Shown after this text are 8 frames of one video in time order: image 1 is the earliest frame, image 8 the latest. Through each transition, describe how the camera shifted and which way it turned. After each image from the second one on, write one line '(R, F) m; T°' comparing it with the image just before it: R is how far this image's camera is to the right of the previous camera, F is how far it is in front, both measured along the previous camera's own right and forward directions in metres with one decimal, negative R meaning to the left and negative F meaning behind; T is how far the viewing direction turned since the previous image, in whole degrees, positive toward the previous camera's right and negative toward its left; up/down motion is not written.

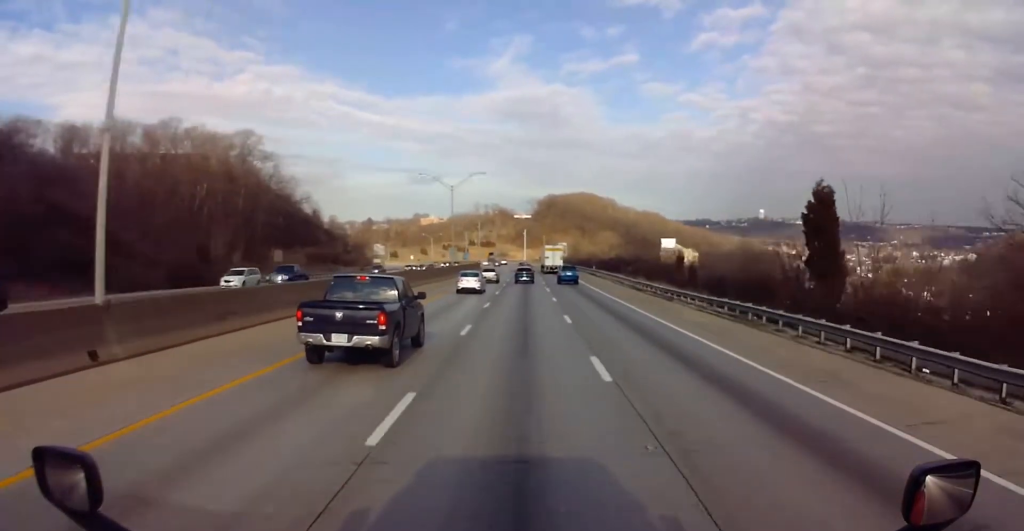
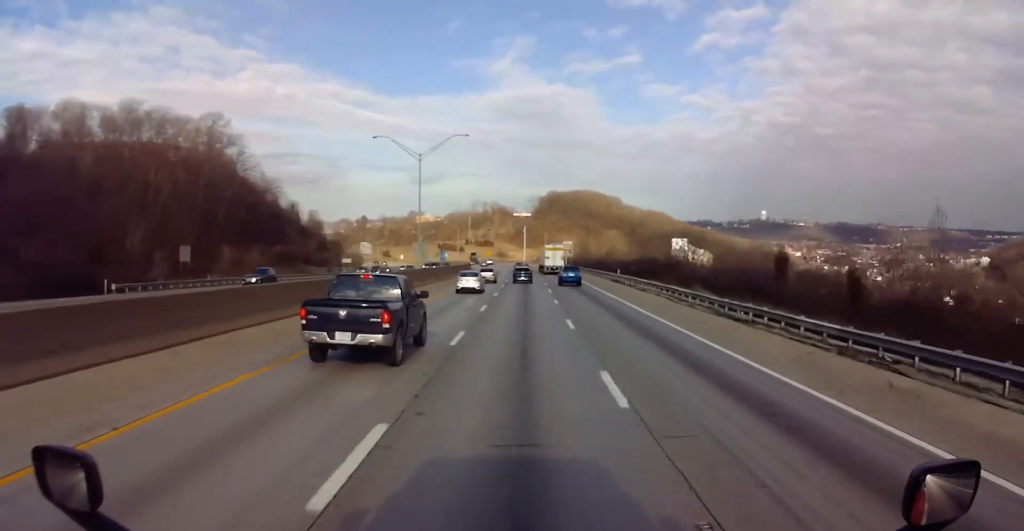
(+0.4, +26.8) m; +1°
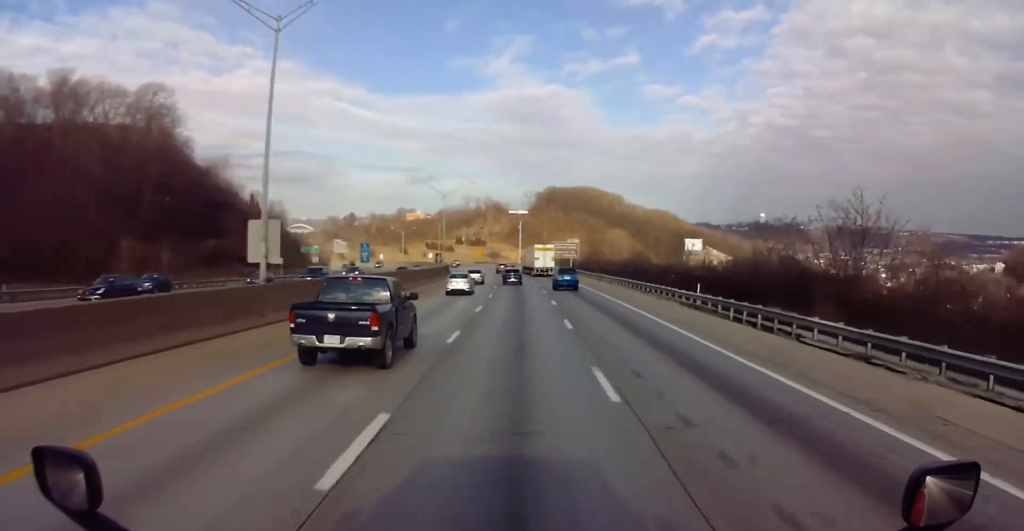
(-0.1, +35.7) m; 0°
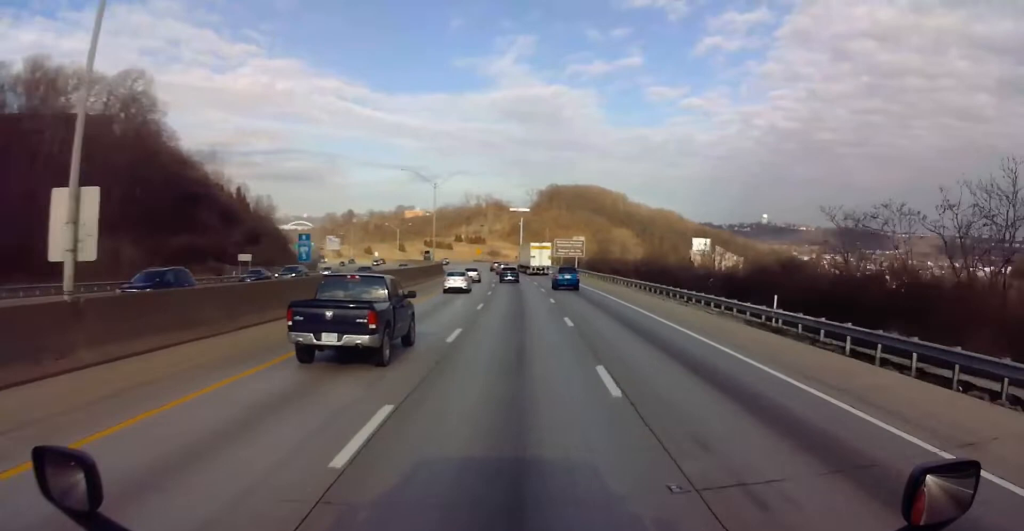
(-0.1, +11.9) m; 0°
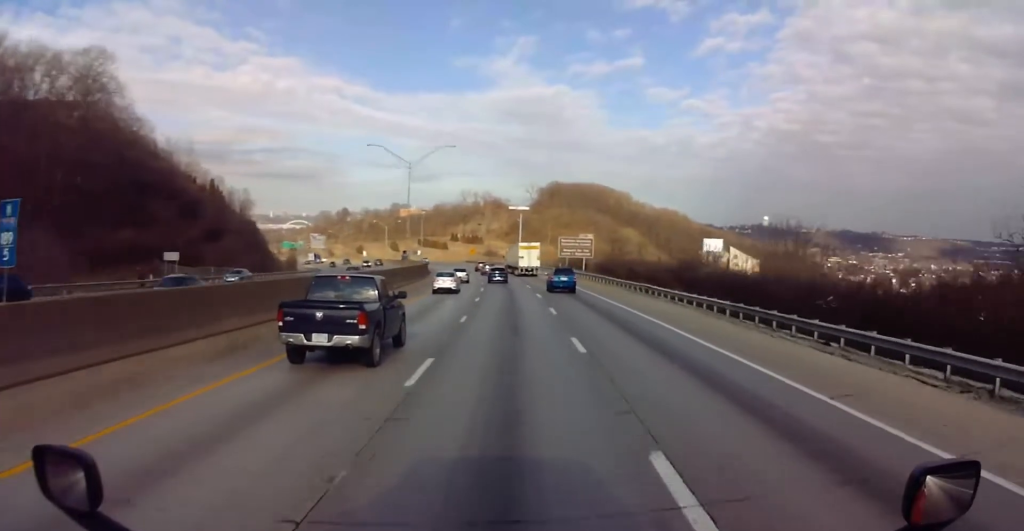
(0.0, +18.9) m; -1°
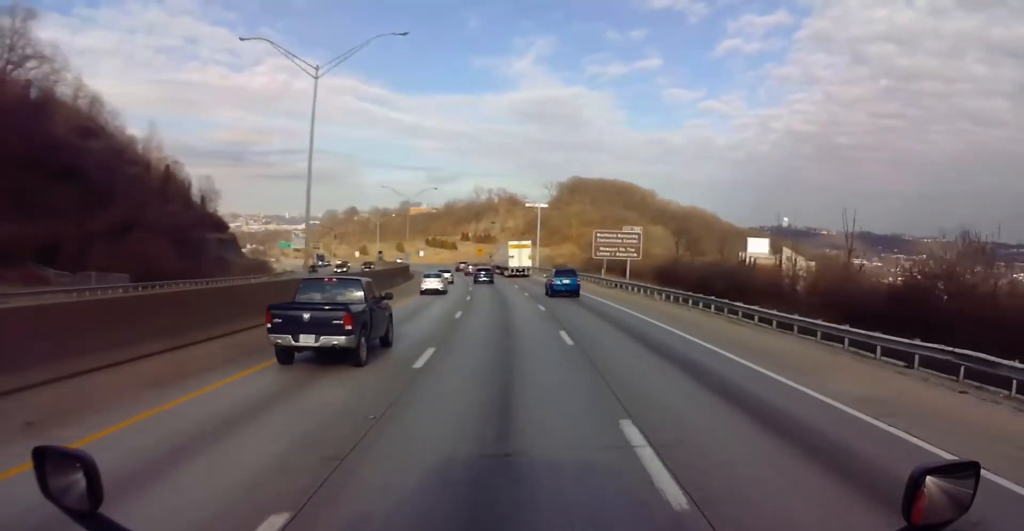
(-0.6, +34.7) m; -2°
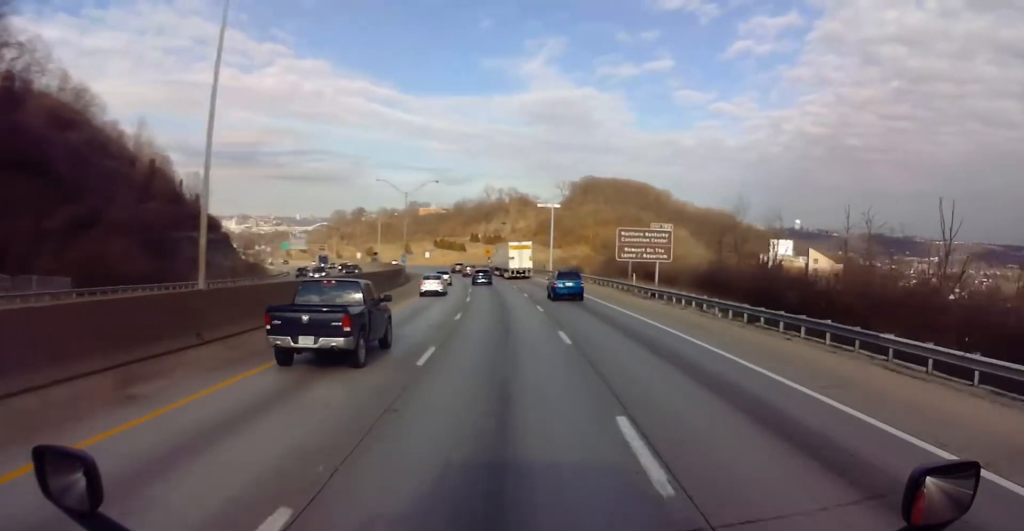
(-0.2, +11.9) m; -1°
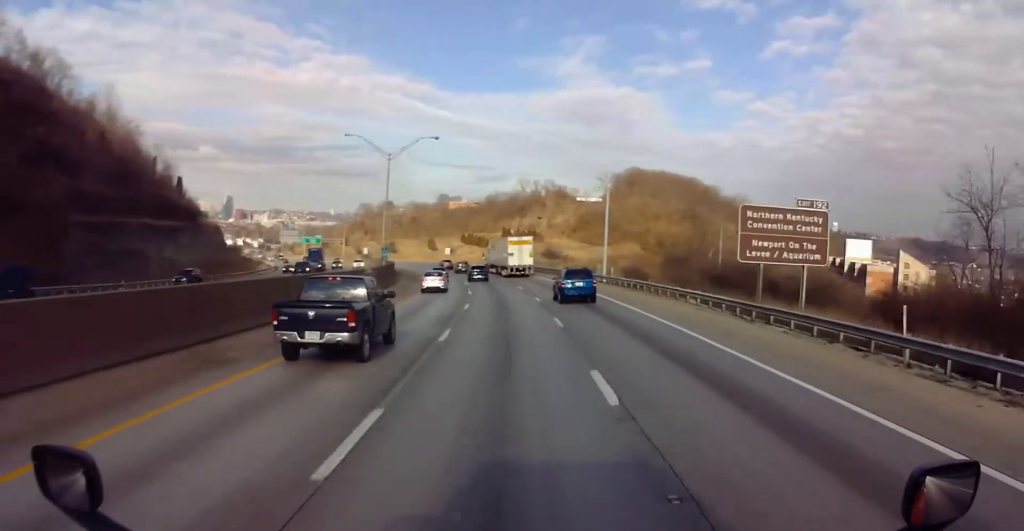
(-0.1, +32.6) m; 0°
